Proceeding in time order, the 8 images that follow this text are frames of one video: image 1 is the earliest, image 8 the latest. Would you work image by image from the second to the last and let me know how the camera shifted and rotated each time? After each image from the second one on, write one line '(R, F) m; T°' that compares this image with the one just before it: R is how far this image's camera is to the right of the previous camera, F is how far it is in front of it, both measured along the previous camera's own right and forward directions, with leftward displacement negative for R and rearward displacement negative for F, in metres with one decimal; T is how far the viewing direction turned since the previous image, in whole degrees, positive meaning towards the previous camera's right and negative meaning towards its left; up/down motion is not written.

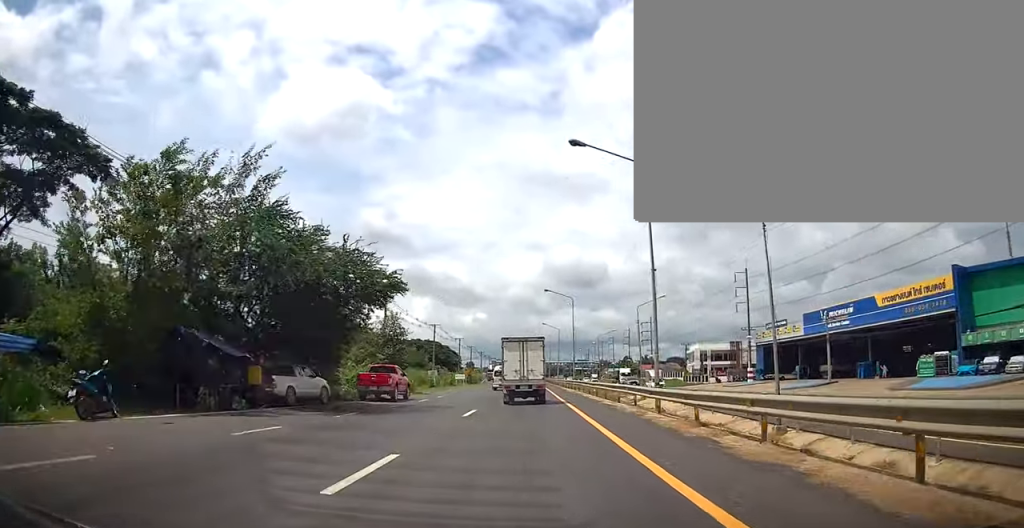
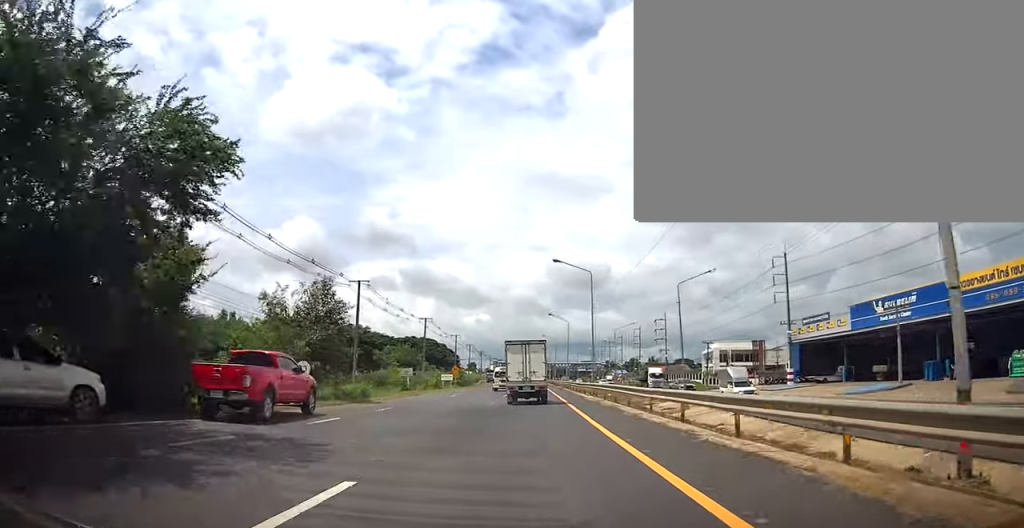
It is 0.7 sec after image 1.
(-0.6, +14.1) m; 0°
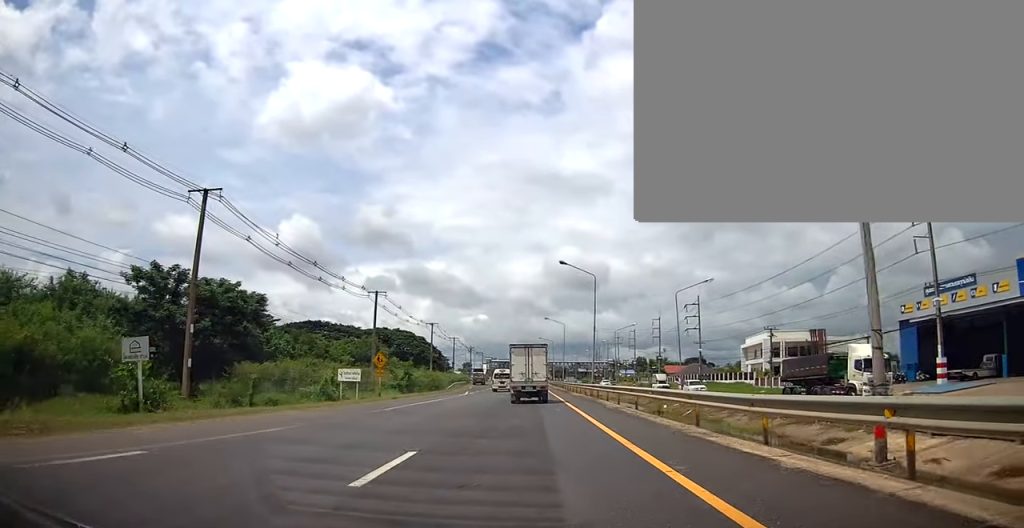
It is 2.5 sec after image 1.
(+0.2, +32.4) m; -2°
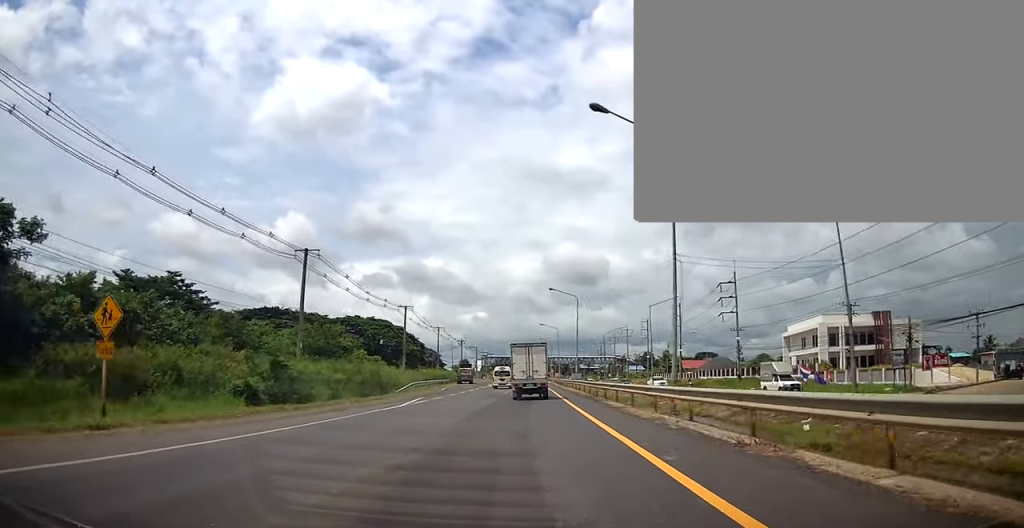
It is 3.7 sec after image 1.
(-0.6, +22.9) m; 0°
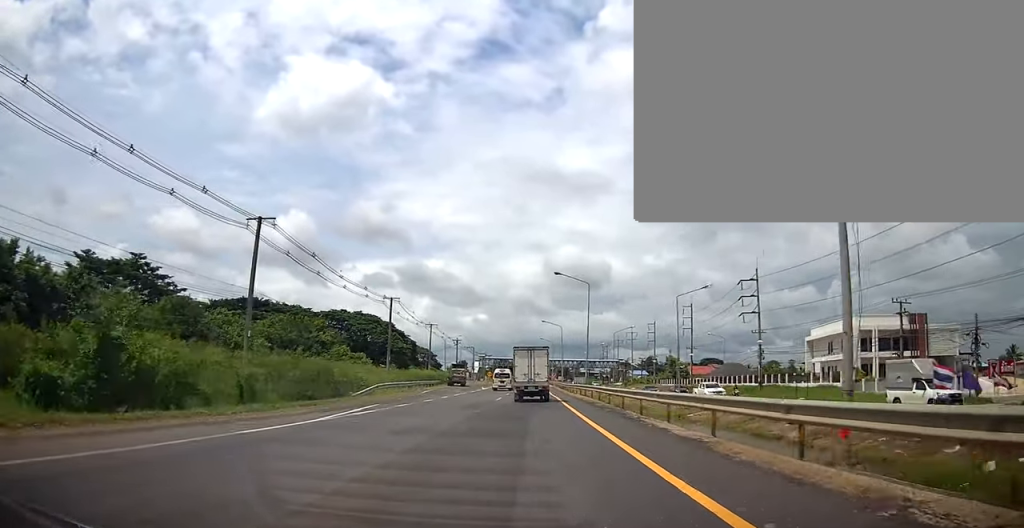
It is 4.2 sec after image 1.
(0.0, +9.6) m; +1°
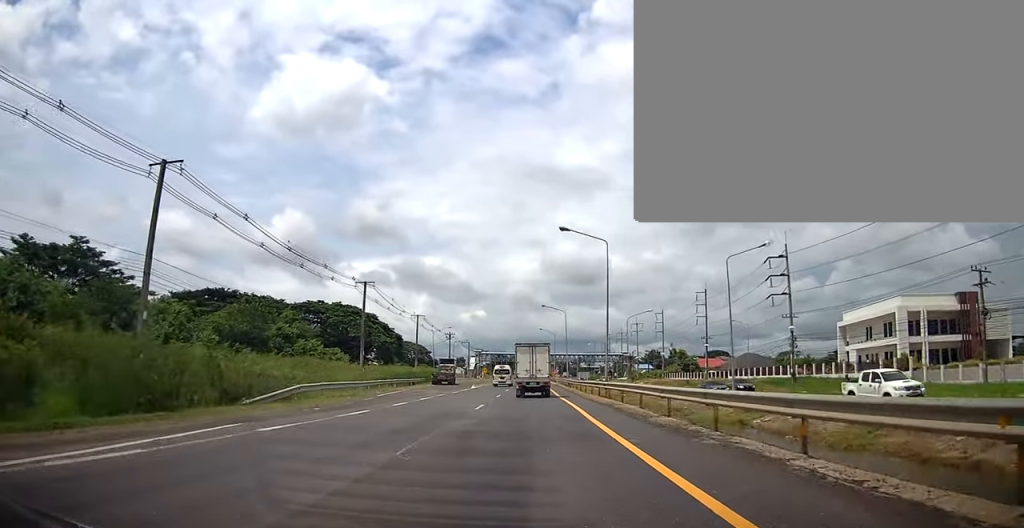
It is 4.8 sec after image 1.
(+0.4, +12.0) m; 0°
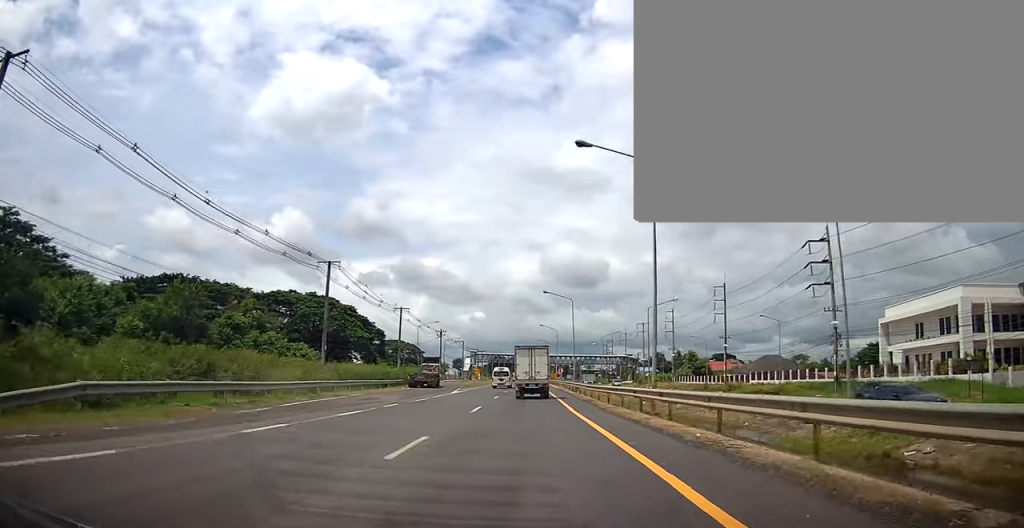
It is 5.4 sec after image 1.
(-0.2, +12.3) m; 0°
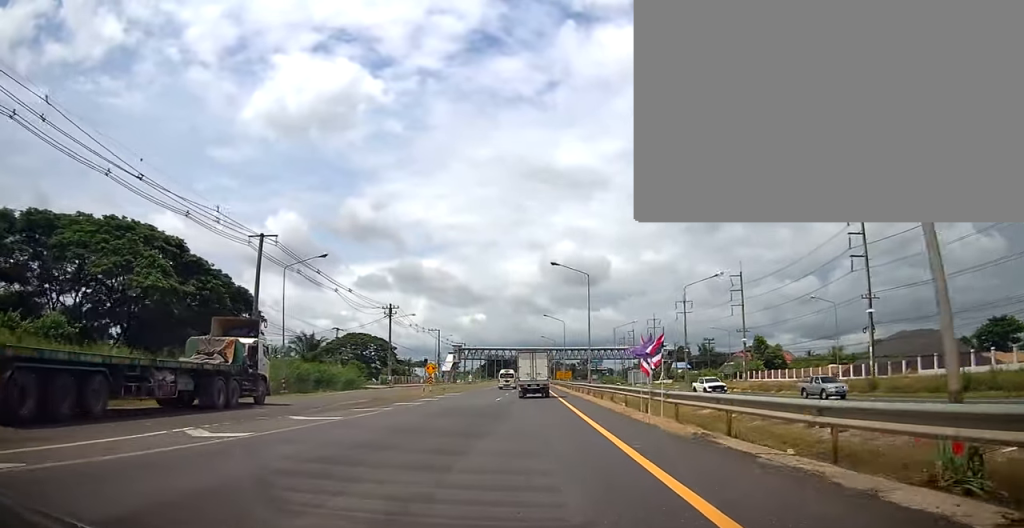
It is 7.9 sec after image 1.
(+1.3, +47.7) m; 0°
